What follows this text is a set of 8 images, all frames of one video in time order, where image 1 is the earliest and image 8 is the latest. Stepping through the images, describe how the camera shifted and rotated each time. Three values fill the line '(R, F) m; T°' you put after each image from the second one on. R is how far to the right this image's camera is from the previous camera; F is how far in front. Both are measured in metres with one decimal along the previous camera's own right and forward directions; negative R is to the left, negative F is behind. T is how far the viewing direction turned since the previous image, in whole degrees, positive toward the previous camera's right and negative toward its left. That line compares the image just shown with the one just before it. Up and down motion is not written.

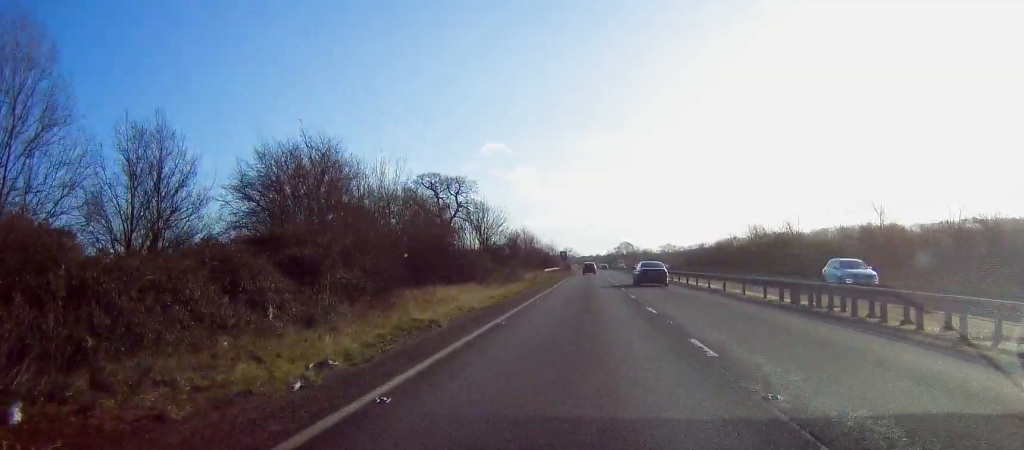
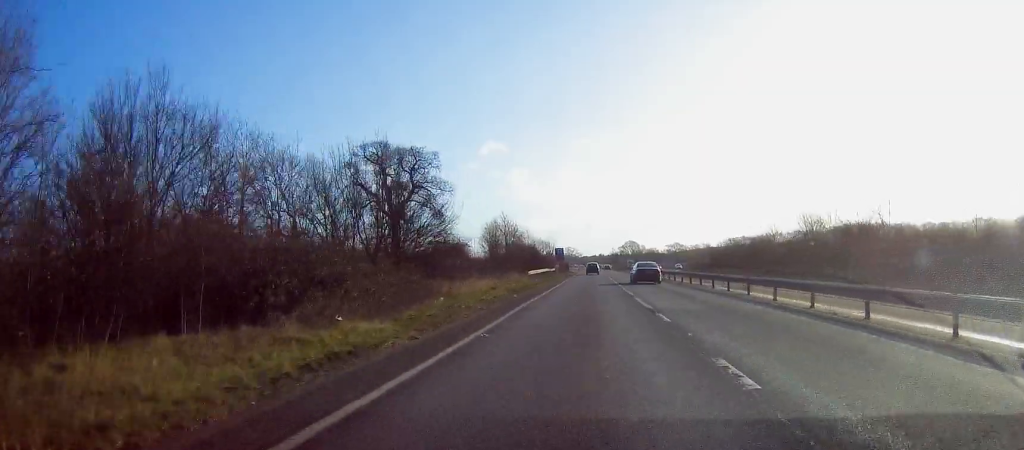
(-0.6, +29.4) m; -1°
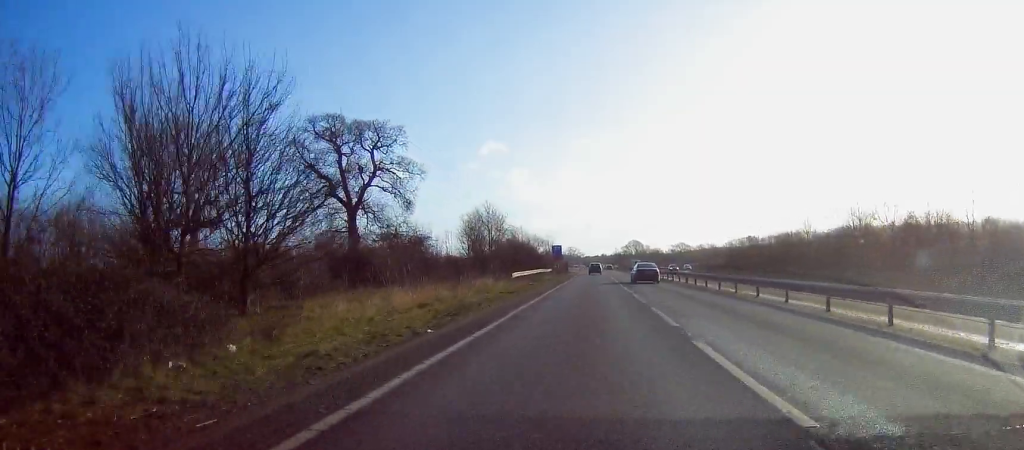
(0.0, +15.7) m; +1°
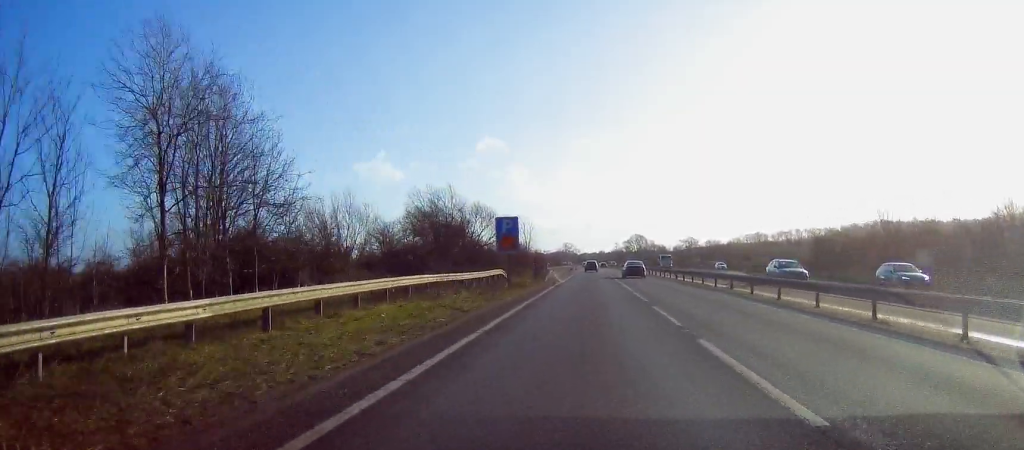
(+0.7, +56.5) m; +1°
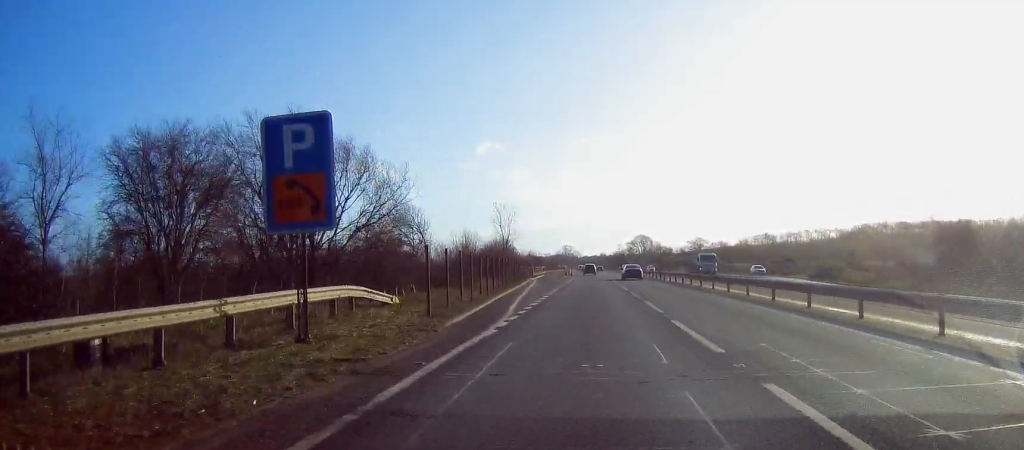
(-0.3, +32.3) m; 0°
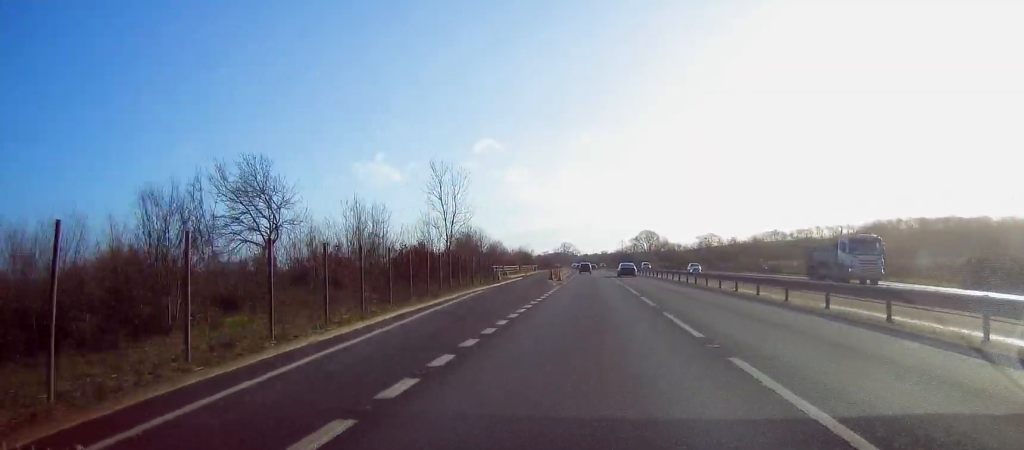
(+0.2, +35.4) m; 0°
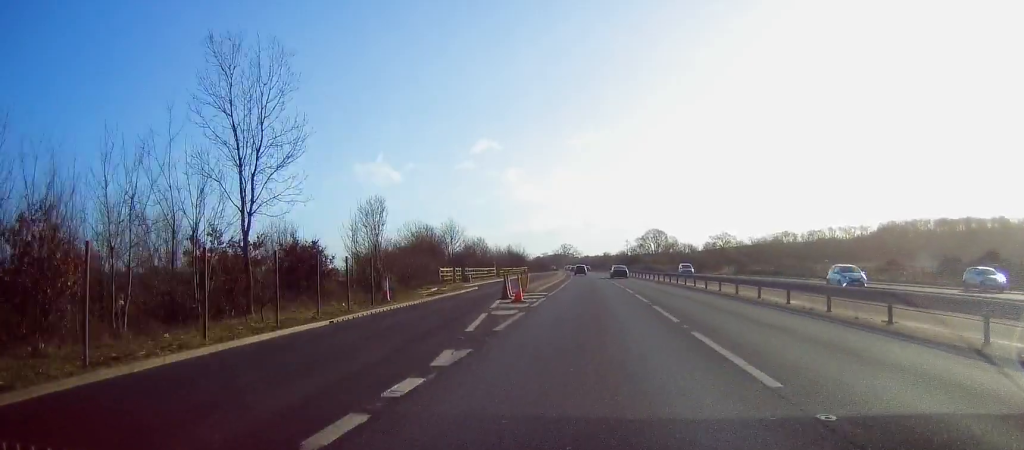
(-0.3, +33.2) m; -1°
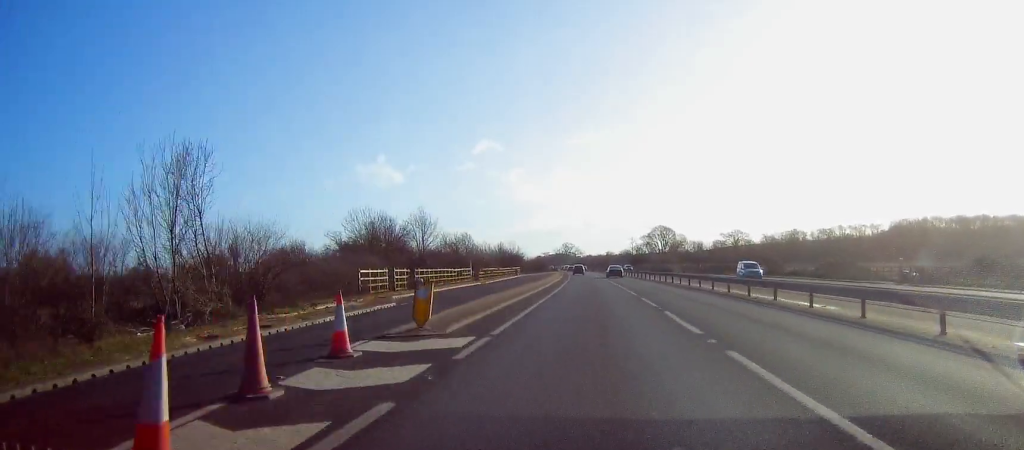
(0.0, +21.8) m; 0°
